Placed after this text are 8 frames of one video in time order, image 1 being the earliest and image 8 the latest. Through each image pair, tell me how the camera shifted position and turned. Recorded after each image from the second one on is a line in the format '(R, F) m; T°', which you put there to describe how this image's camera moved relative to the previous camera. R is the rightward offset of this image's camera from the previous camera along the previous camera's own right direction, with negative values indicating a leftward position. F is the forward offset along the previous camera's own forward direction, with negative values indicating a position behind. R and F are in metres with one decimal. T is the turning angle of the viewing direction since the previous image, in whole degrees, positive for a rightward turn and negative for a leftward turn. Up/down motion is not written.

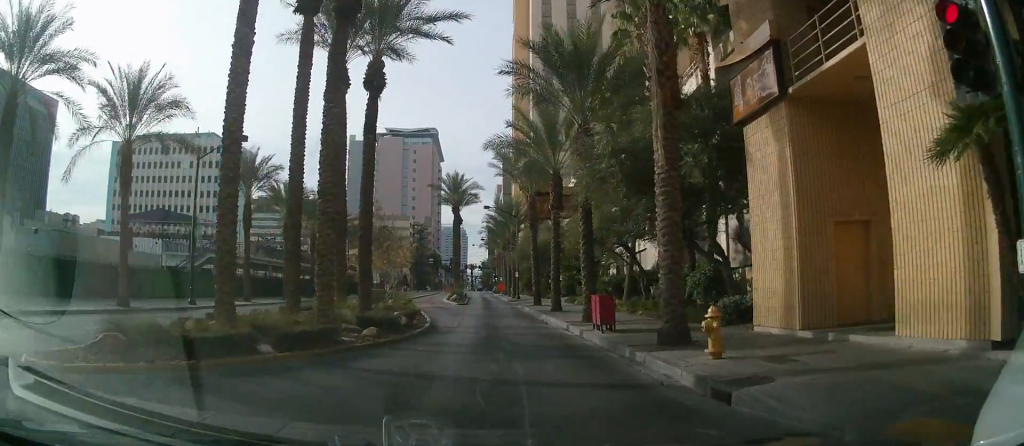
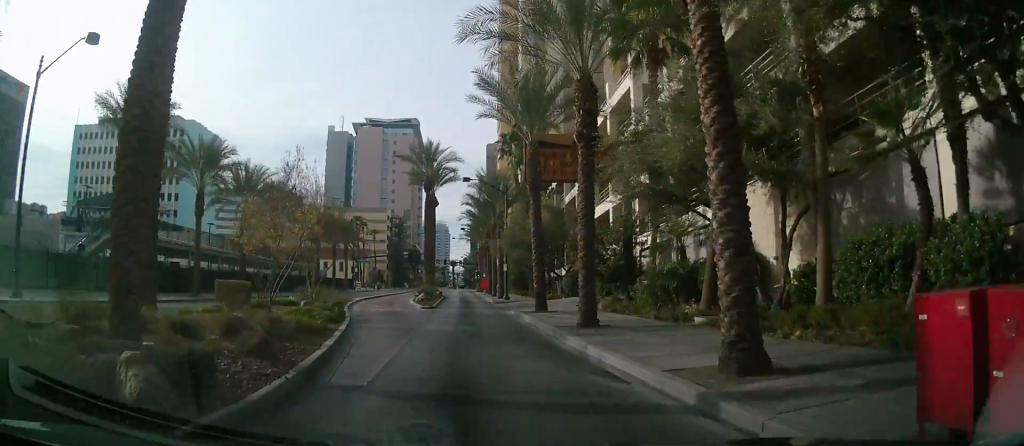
(-0.3, +15.4) m; -5°
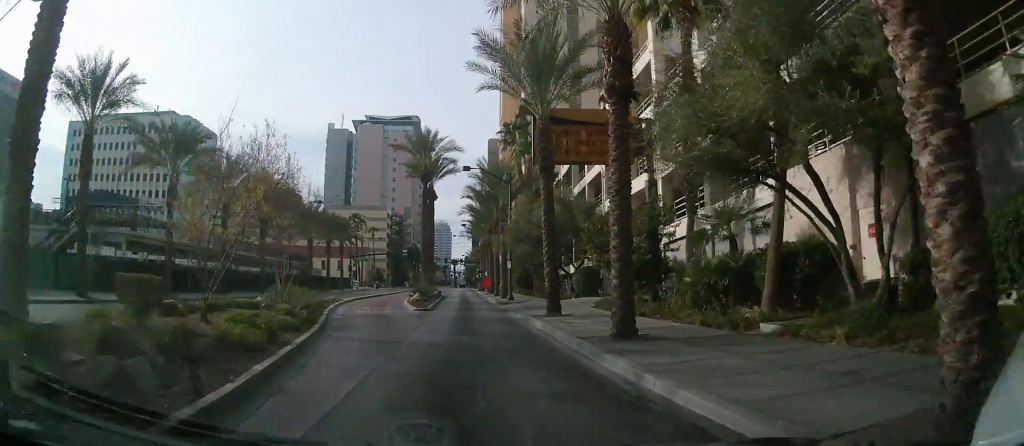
(+0.1, +4.2) m; -3°
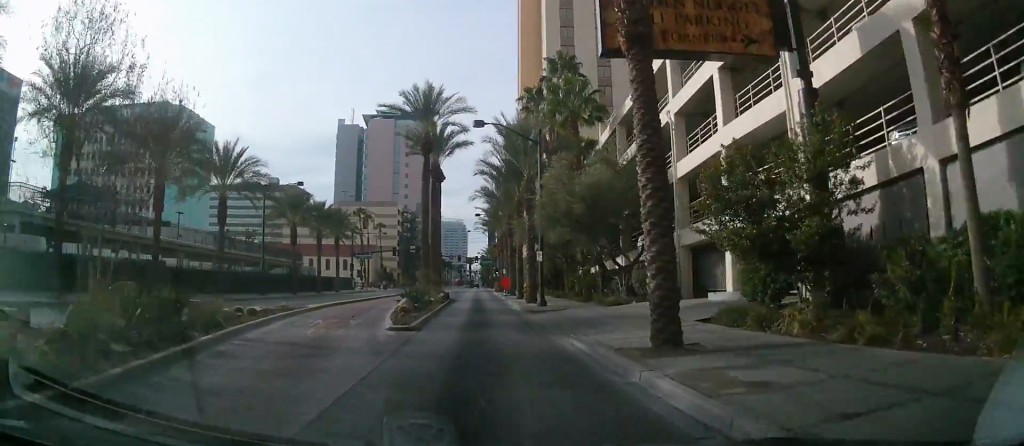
(-1.1, +12.0) m; -4°
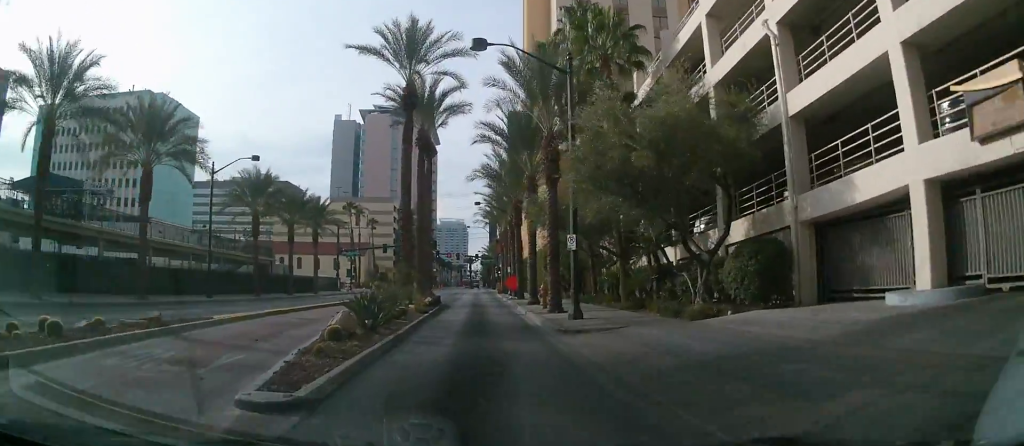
(+0.3, +10.2) m; +3°
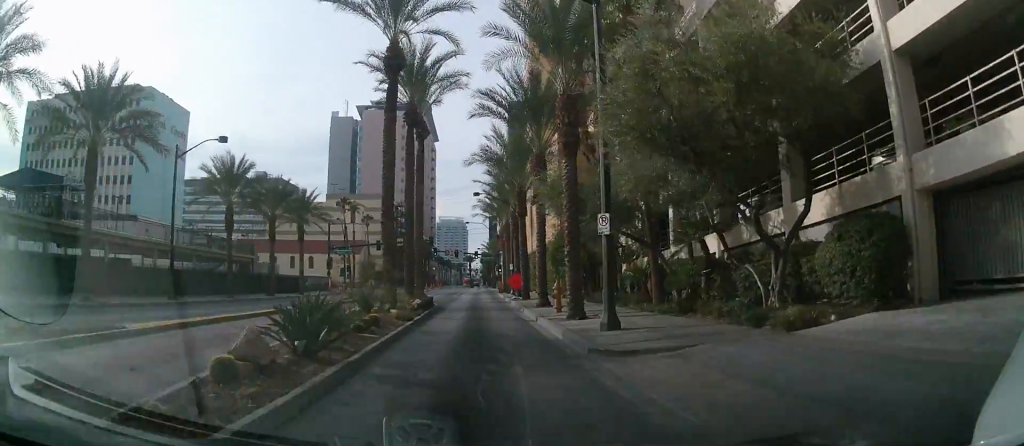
(+0.1, +5.3) m; +1°
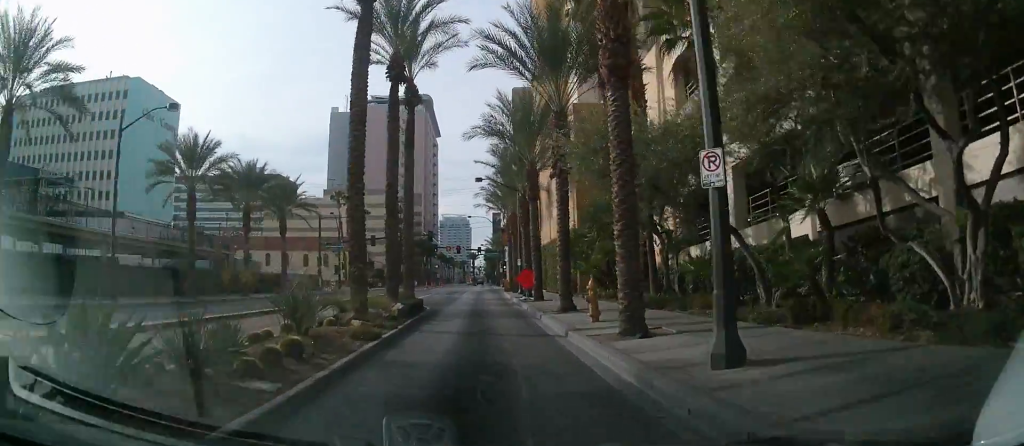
(+0.1, +6.9) m; 0°
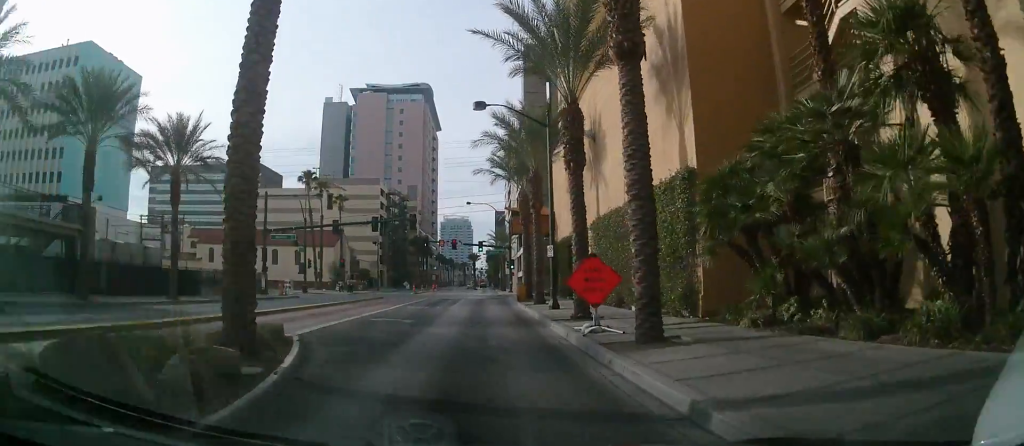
(+0.1, +22.4) m; -1°
